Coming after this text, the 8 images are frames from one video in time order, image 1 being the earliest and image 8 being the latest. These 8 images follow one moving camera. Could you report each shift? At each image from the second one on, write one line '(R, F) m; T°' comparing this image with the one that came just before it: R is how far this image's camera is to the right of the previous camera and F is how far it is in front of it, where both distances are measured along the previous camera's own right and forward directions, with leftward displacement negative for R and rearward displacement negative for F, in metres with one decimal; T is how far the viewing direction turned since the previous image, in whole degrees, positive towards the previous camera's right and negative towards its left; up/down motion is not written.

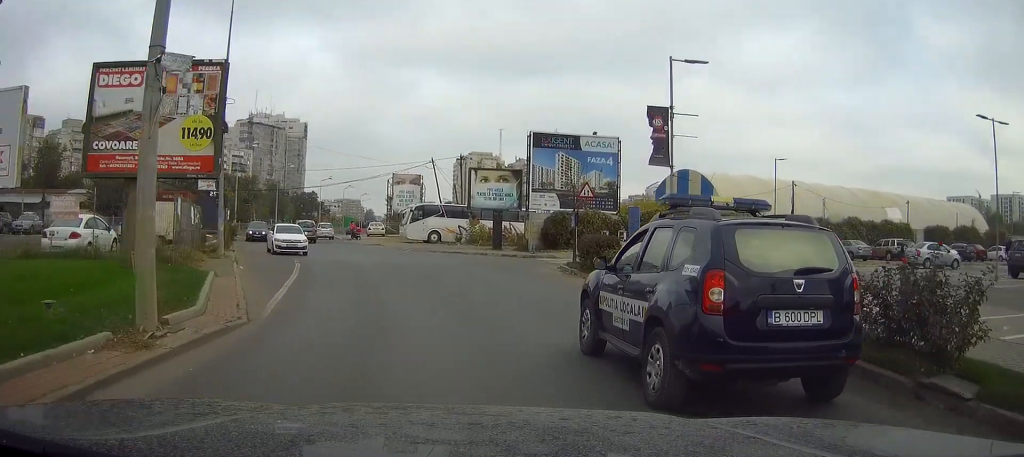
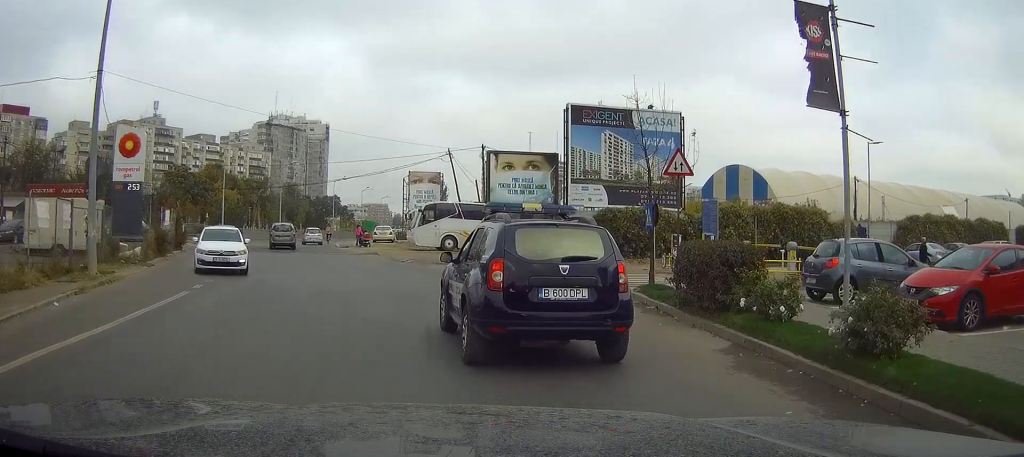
(0.0, +11.7) m; -3°
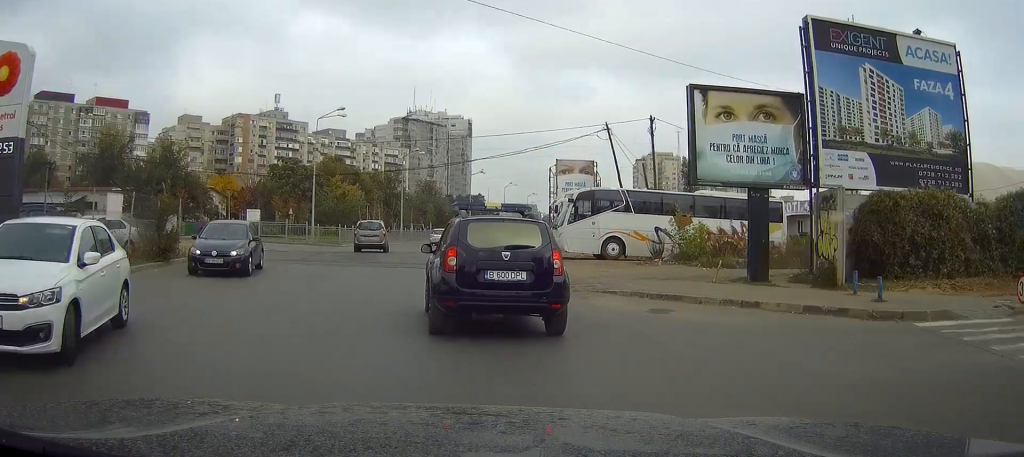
(-1.4, +15.2) m; -10°
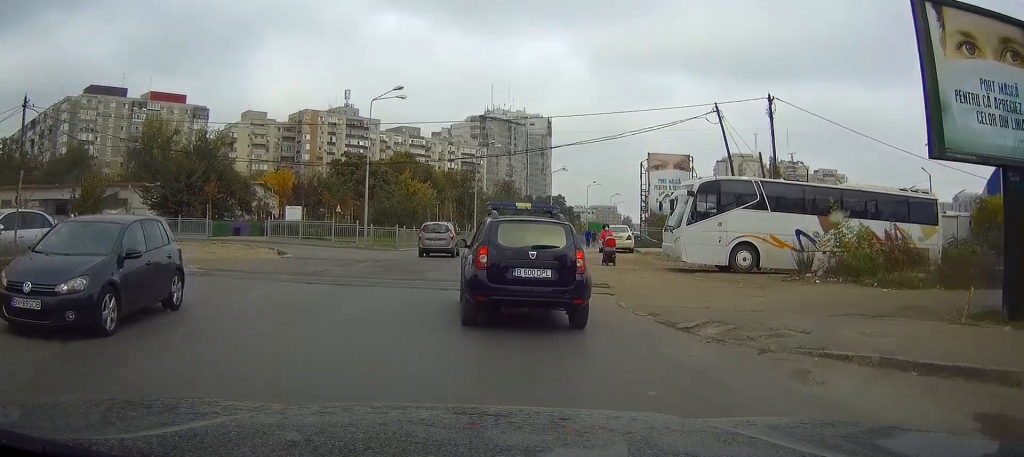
(-0.4, +8.7) m; -6°
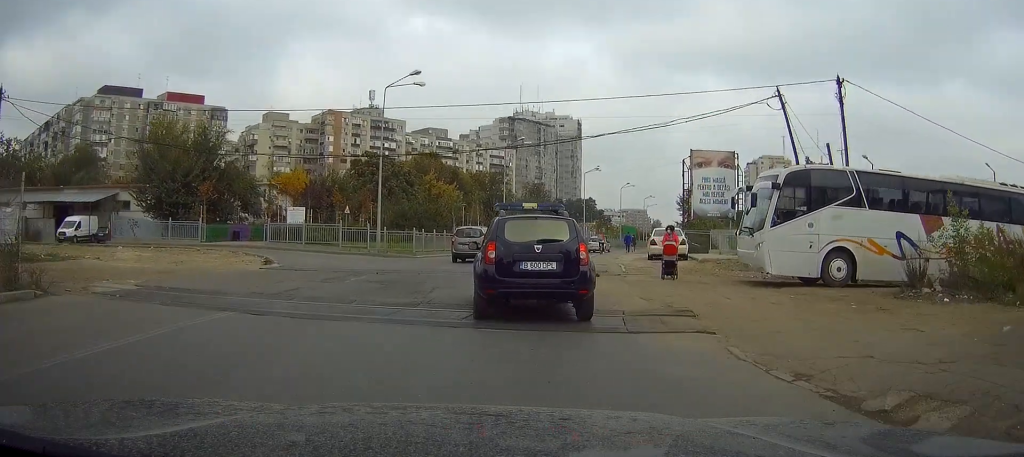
(-0.2, +5.7) m; -3°
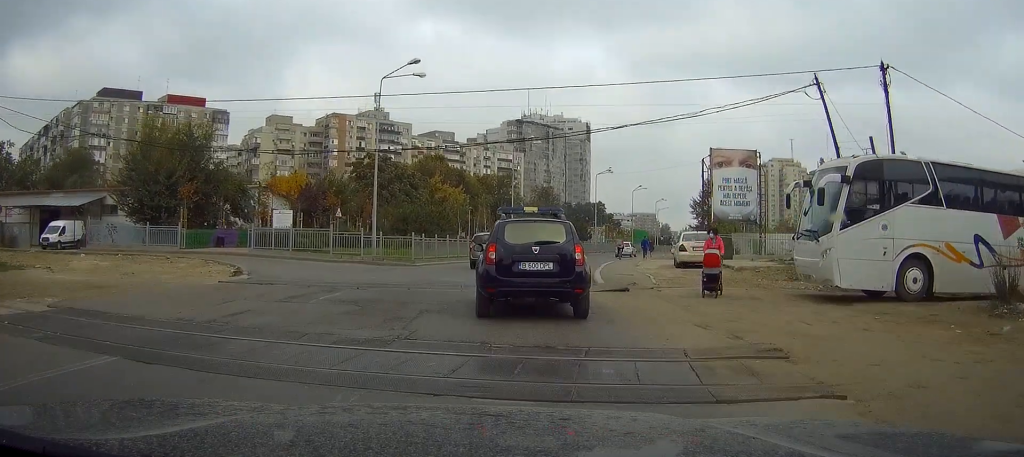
(-0.1, +3.9) m; -1°
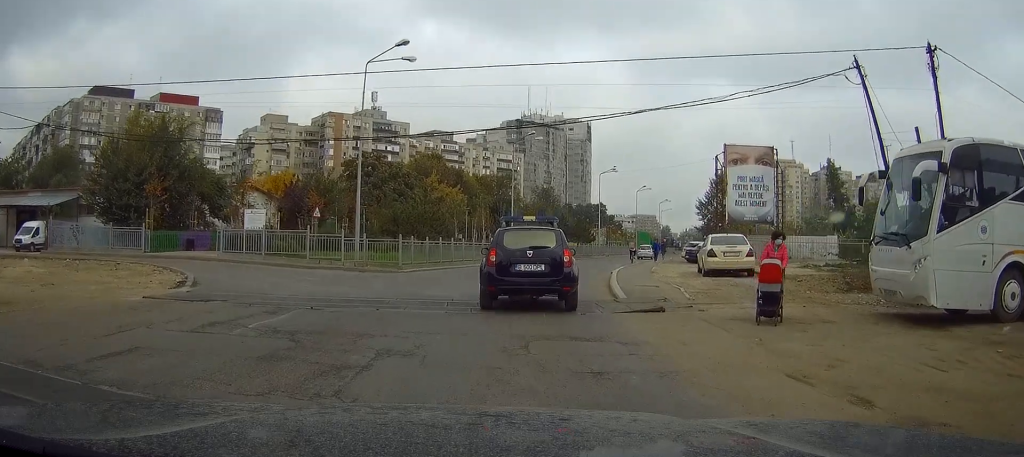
(-0.1, +4.3) m; 0°
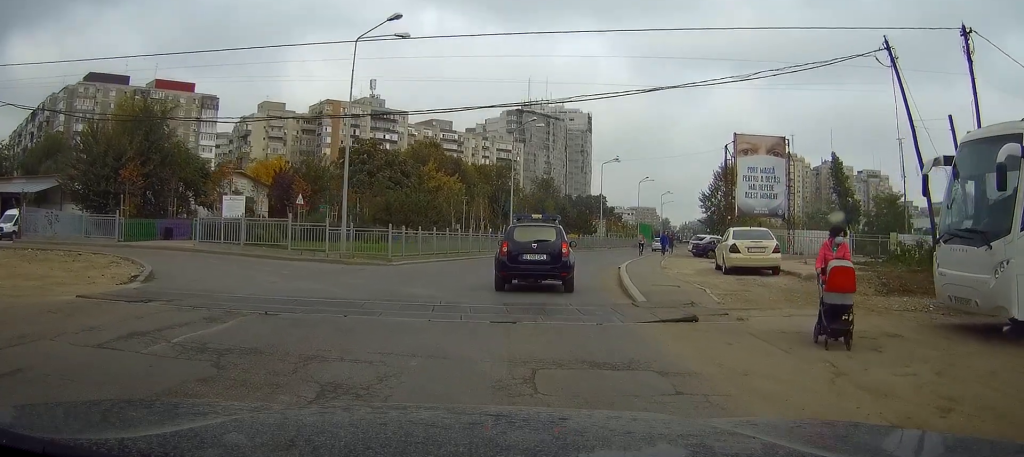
(0.0, +3.0) m; +1°
